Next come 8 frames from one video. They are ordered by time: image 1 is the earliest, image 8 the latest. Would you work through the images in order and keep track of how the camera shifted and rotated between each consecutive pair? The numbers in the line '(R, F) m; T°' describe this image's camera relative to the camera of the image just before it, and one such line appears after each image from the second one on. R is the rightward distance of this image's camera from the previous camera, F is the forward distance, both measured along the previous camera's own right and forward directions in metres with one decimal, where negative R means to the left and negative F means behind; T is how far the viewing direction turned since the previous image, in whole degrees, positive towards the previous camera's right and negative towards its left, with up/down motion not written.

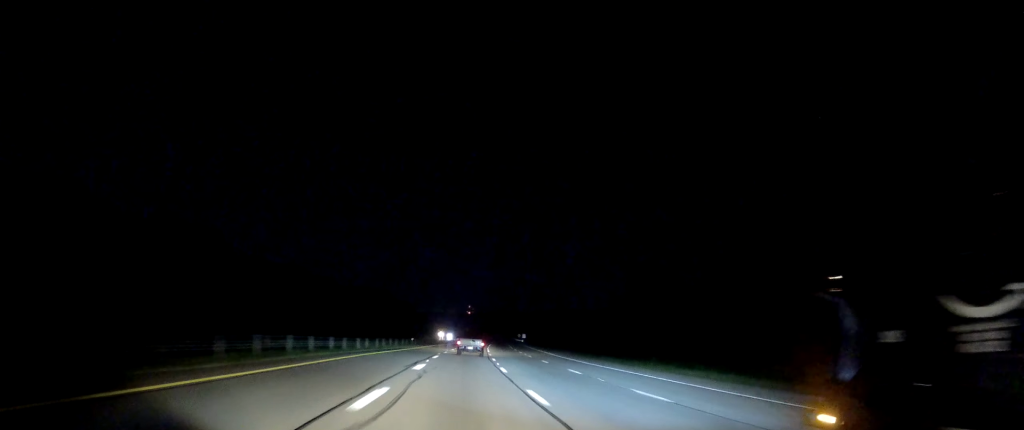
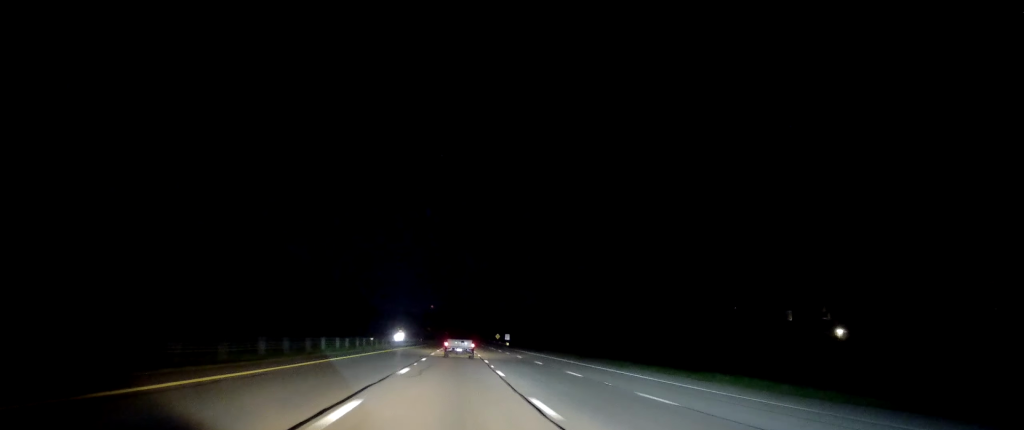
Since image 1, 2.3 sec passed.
(+2.8, +75.8) m; +5°
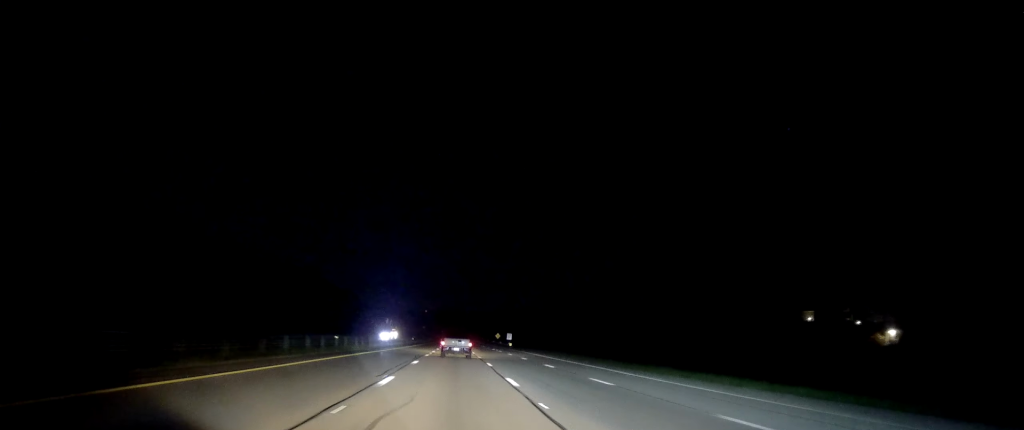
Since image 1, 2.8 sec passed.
(+0.4, +18.6) m; +1°
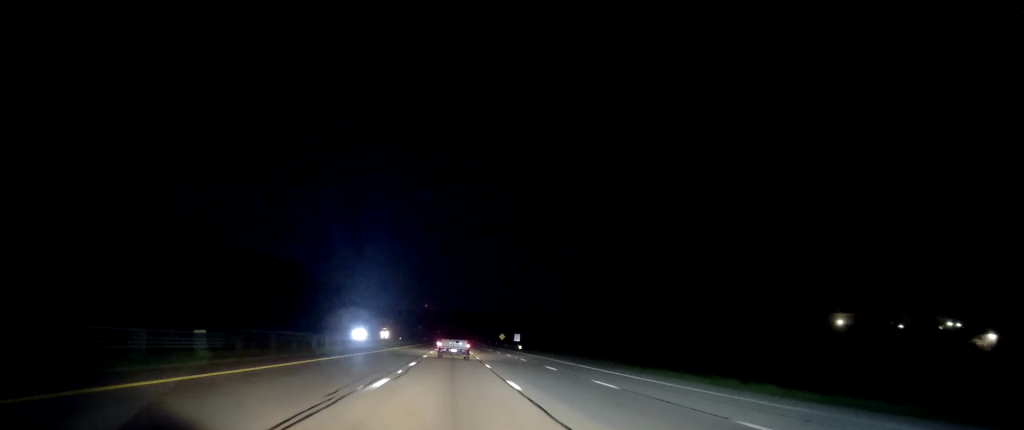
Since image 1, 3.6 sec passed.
(+0.6, +25.1) m; +1°
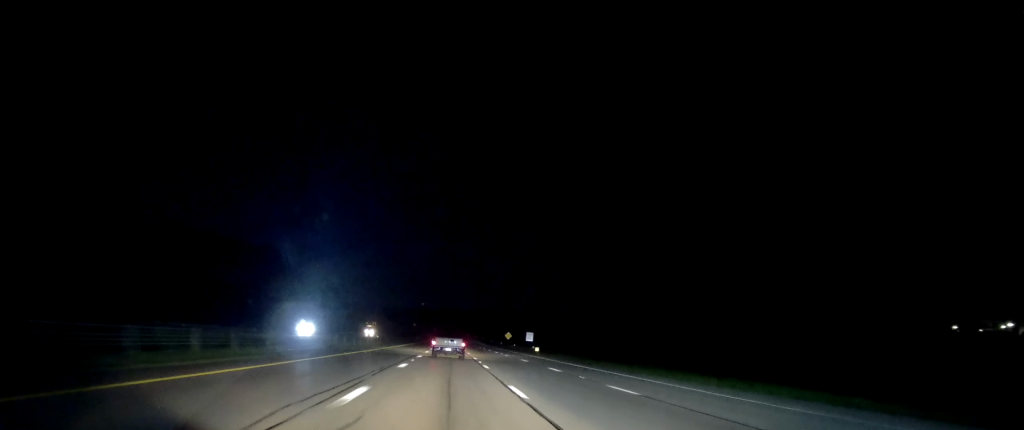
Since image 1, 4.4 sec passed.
(+0.1, +27.2) m; -1°
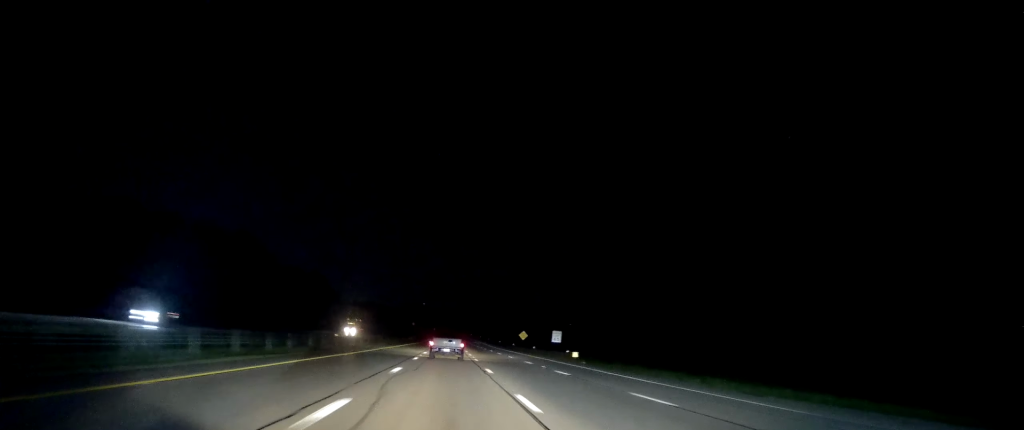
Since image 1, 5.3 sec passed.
(-0.5, +27.3) m; -1°
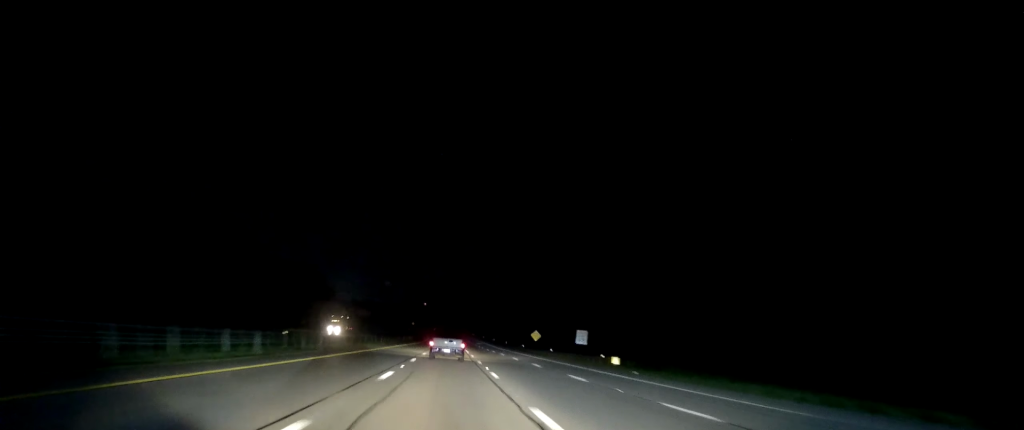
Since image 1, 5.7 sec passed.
(-0.1, +15.3) m; 0°
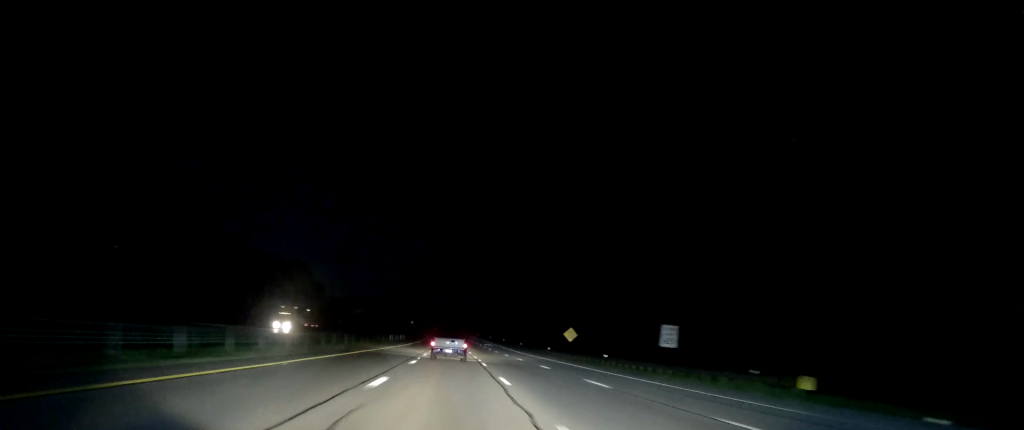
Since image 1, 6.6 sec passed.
(0.0, +27.1) m; 0°
